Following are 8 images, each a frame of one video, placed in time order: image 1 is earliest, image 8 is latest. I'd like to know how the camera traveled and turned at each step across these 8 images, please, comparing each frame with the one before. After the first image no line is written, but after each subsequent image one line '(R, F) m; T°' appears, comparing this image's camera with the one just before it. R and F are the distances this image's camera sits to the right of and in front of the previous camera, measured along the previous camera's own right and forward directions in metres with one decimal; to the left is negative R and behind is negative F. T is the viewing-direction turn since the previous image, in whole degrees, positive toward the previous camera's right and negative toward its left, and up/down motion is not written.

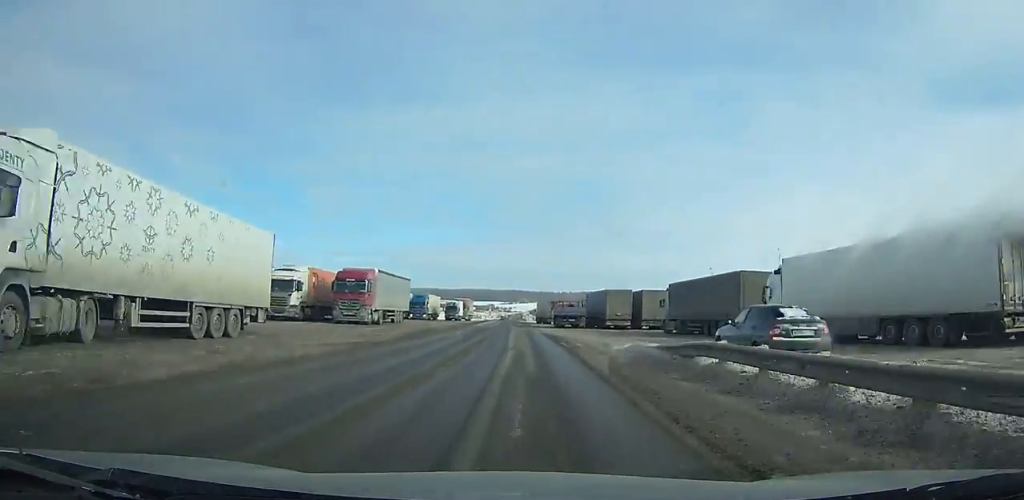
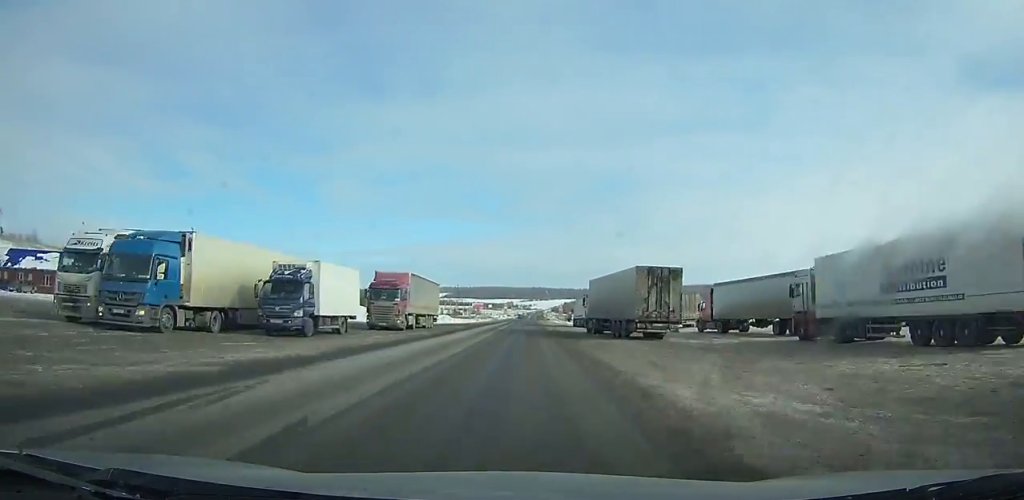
(-1.5, +67.7) m; -2°
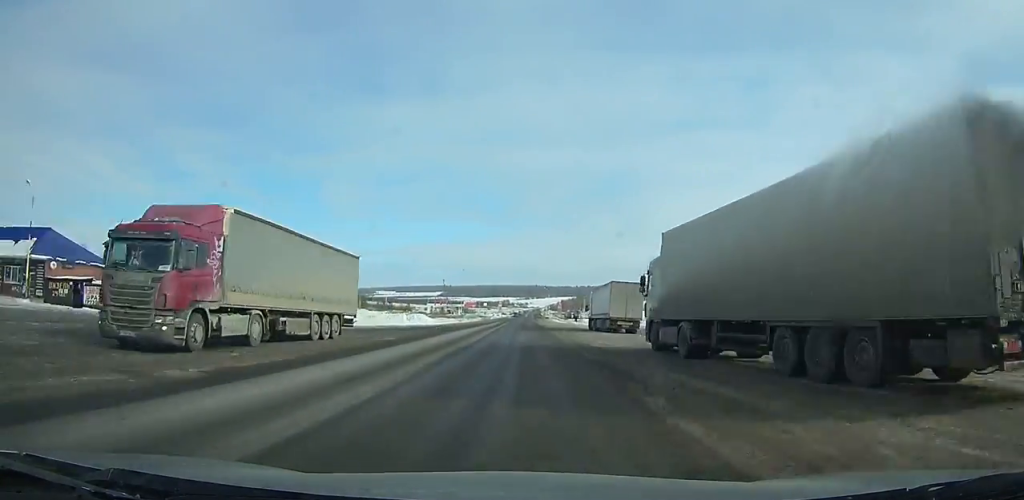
(-0.2, +25.8) m; 0°
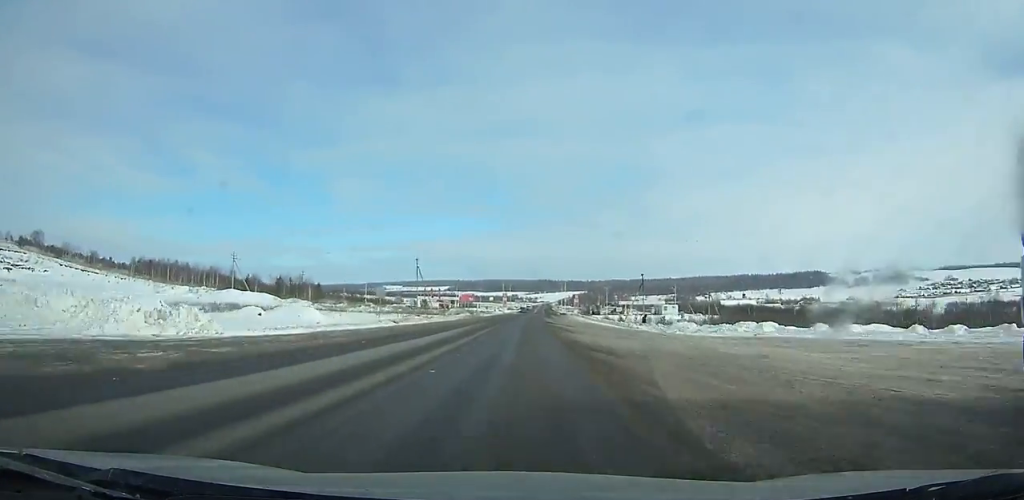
(-0.1, +53.3) m; 0°
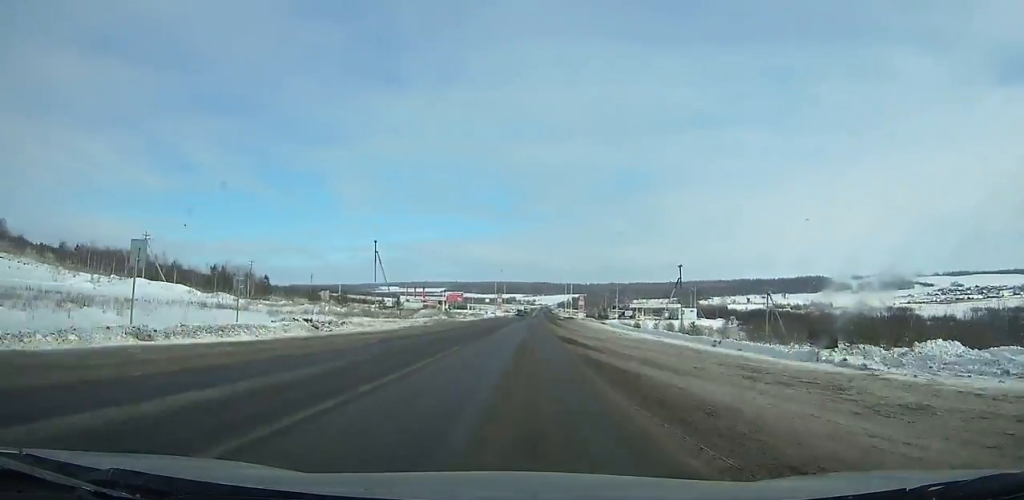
(0.0, +33.5) m; 0°
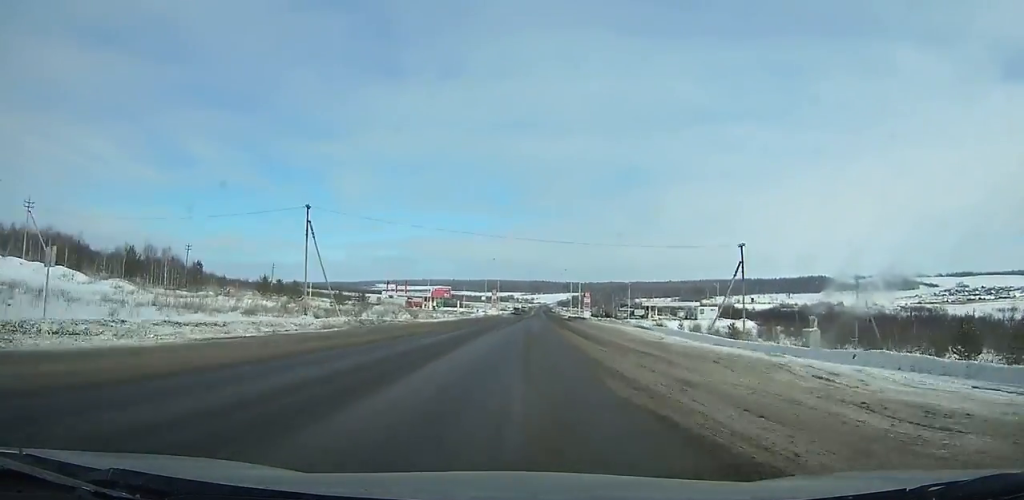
(-0.1, +28.3) m; 0°
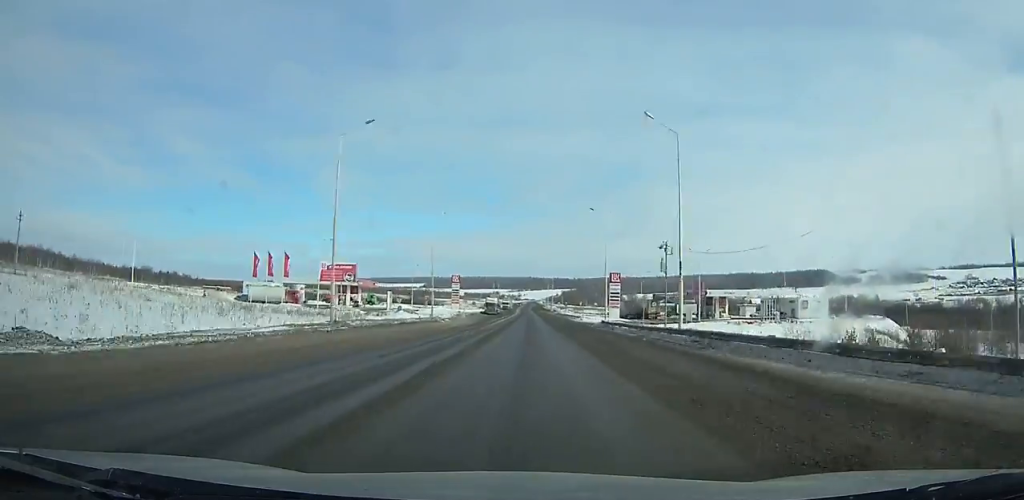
(+1.0, +86.2) m; +1°
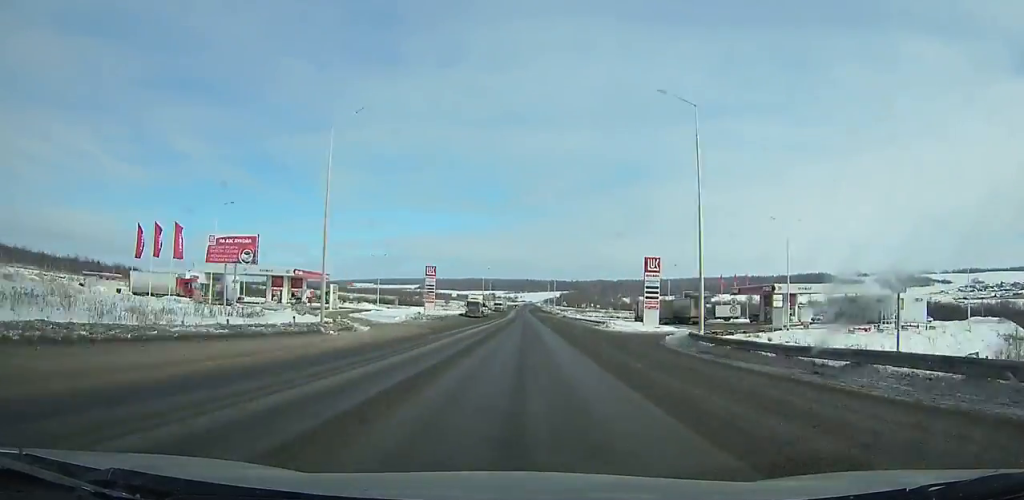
(+0.1, +35.2) m; 0°
